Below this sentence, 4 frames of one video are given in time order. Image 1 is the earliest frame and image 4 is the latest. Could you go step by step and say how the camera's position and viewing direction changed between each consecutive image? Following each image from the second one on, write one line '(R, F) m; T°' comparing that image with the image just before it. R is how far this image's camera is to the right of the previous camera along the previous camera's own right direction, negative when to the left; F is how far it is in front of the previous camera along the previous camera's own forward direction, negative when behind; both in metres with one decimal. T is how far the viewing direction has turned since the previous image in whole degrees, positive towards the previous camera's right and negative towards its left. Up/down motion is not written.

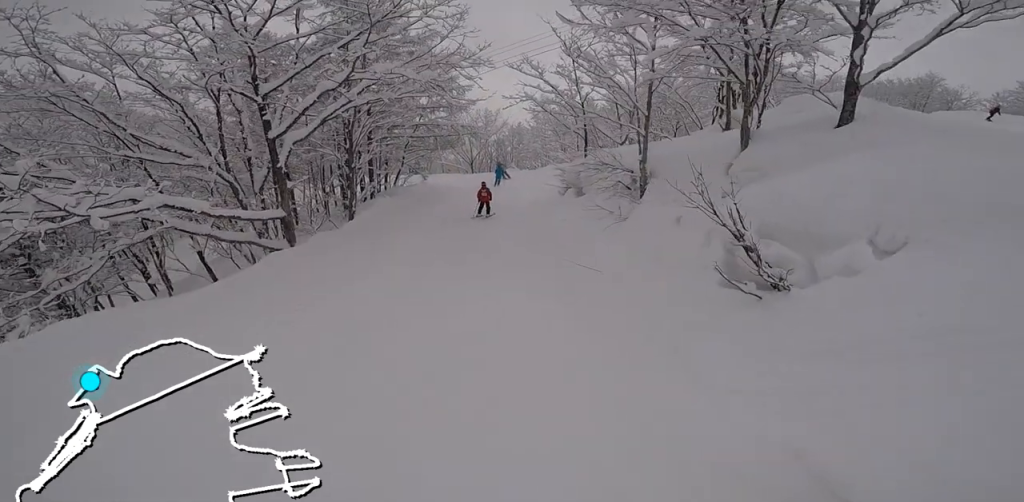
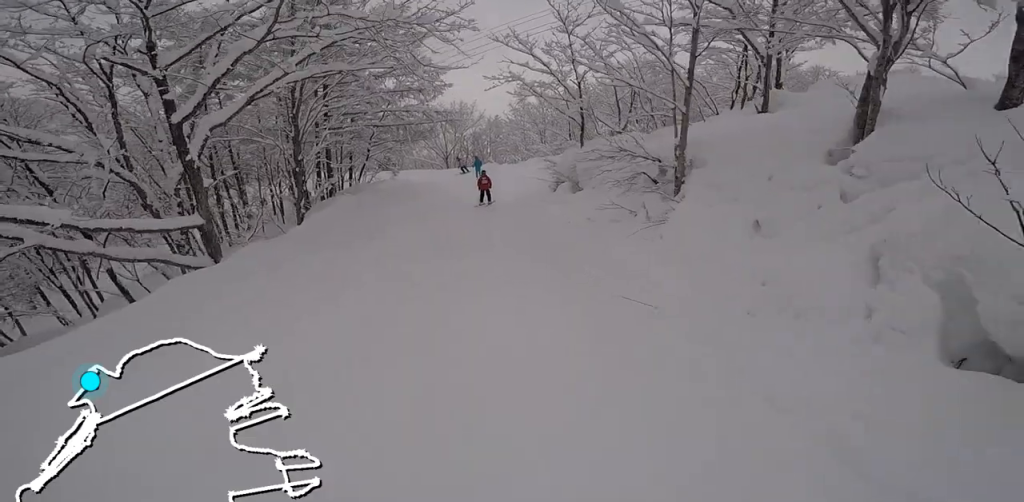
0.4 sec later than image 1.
(0.0, +2.3) m; 0°
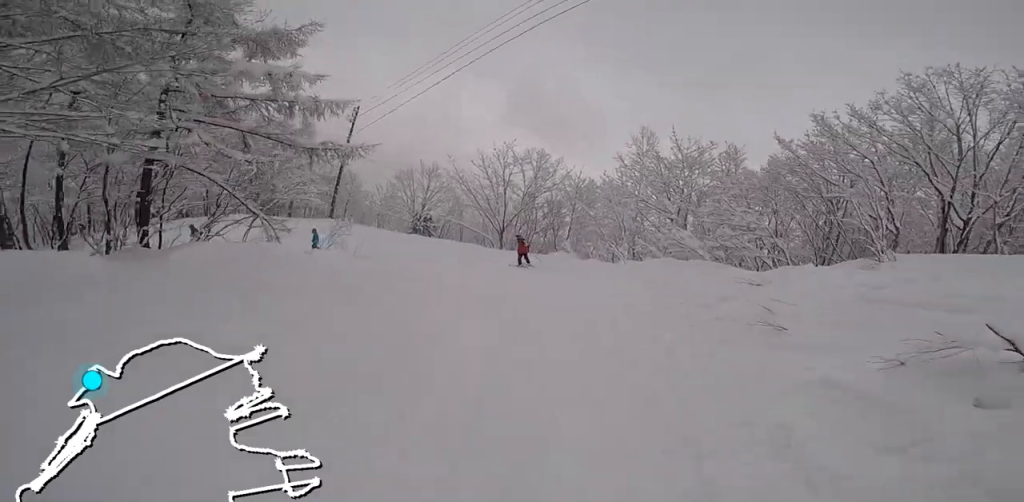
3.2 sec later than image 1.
(+3.3, +16.2) m; +3°
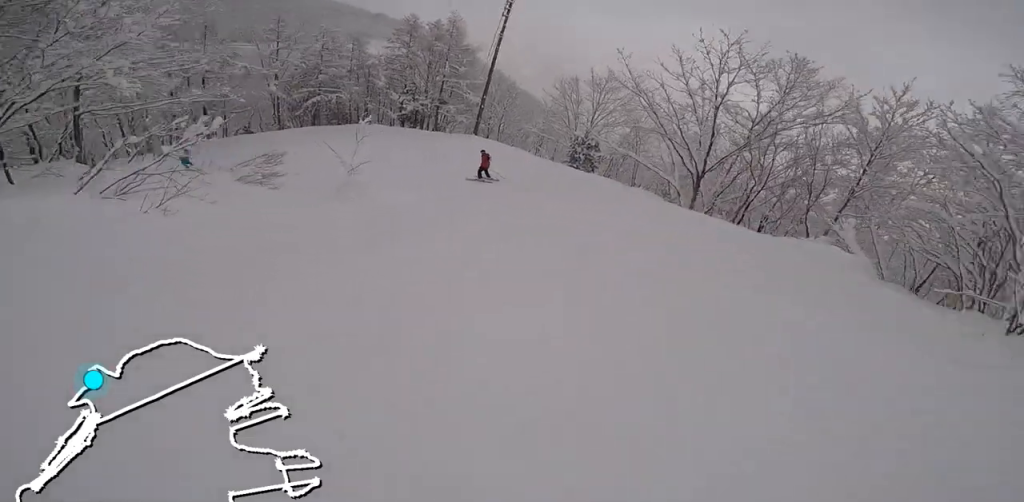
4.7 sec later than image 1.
(-2.7, +9.4) m; -41°
